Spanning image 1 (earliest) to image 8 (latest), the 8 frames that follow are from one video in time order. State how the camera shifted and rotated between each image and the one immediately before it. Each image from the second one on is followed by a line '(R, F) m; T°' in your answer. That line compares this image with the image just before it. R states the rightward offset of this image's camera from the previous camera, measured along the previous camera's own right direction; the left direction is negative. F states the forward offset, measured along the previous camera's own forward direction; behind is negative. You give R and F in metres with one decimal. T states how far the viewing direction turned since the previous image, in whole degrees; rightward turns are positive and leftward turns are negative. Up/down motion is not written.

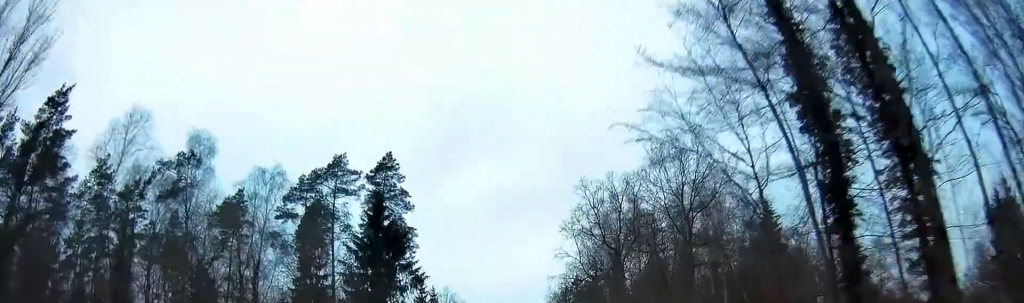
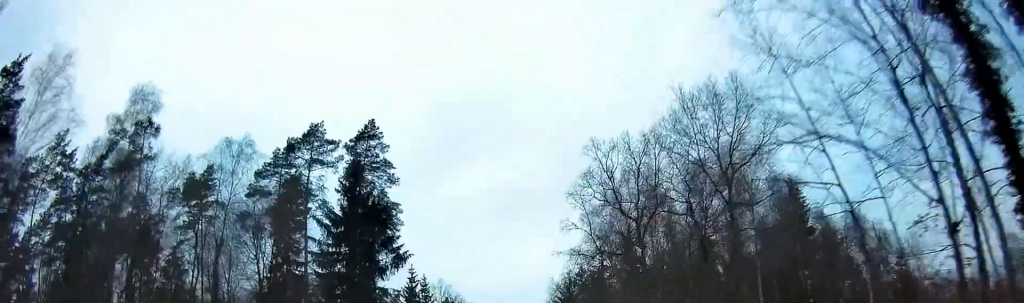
(0.0, +8.3) m; 0°
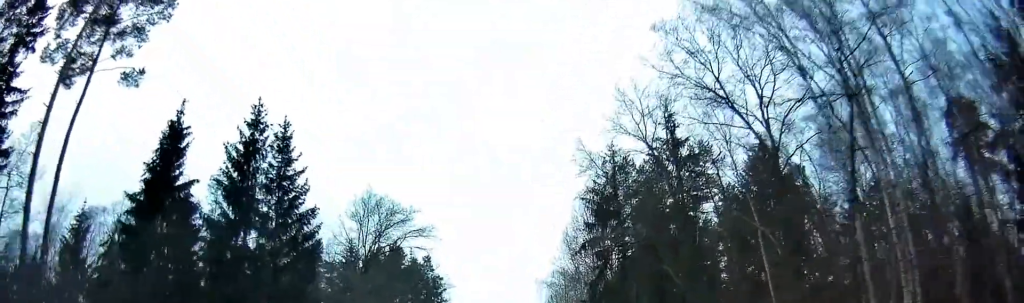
(+0.7, +51.1) m; +1°
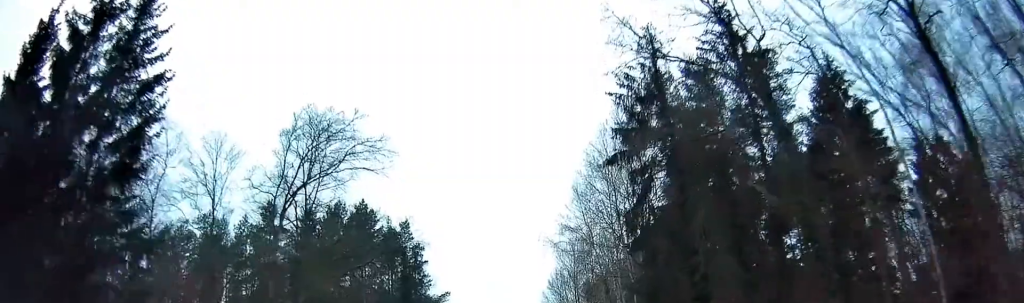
(+0.4, +17.0) m; +1°
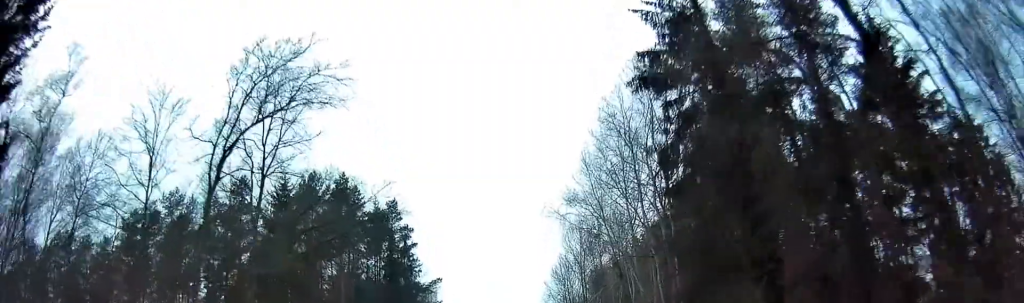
(0.0, +8.0) m; 0°
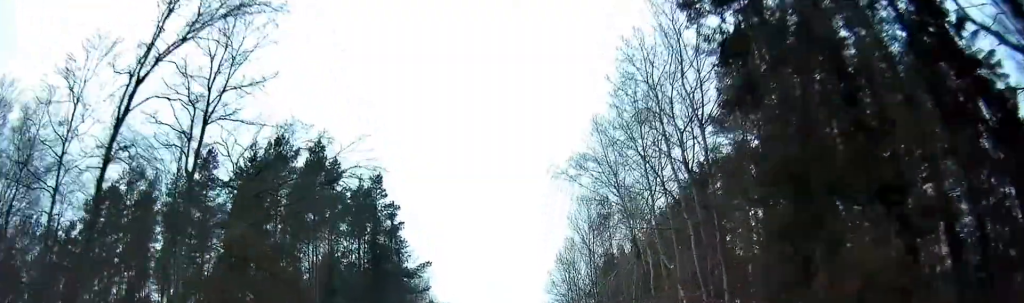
(0.0, +8.0) m; 0°
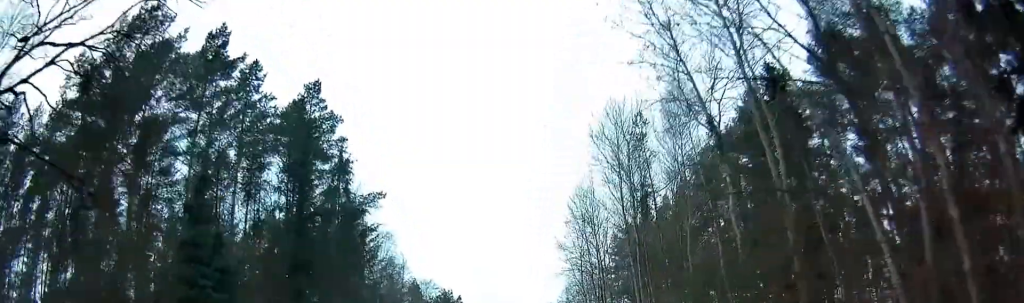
(0.0, +20.0) m; -2°
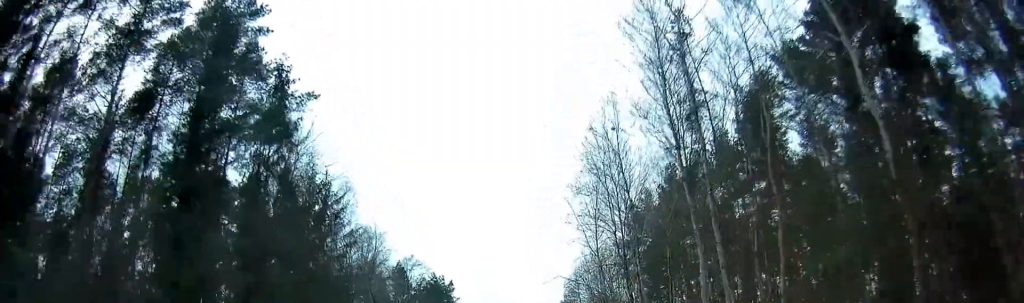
(-0.4, +14.1) m; 0°
